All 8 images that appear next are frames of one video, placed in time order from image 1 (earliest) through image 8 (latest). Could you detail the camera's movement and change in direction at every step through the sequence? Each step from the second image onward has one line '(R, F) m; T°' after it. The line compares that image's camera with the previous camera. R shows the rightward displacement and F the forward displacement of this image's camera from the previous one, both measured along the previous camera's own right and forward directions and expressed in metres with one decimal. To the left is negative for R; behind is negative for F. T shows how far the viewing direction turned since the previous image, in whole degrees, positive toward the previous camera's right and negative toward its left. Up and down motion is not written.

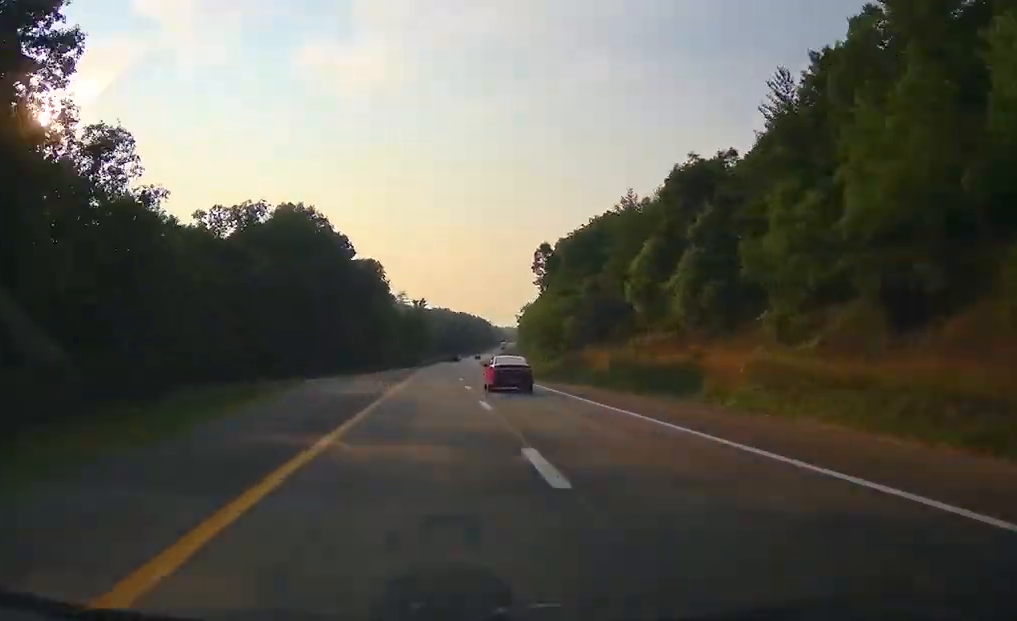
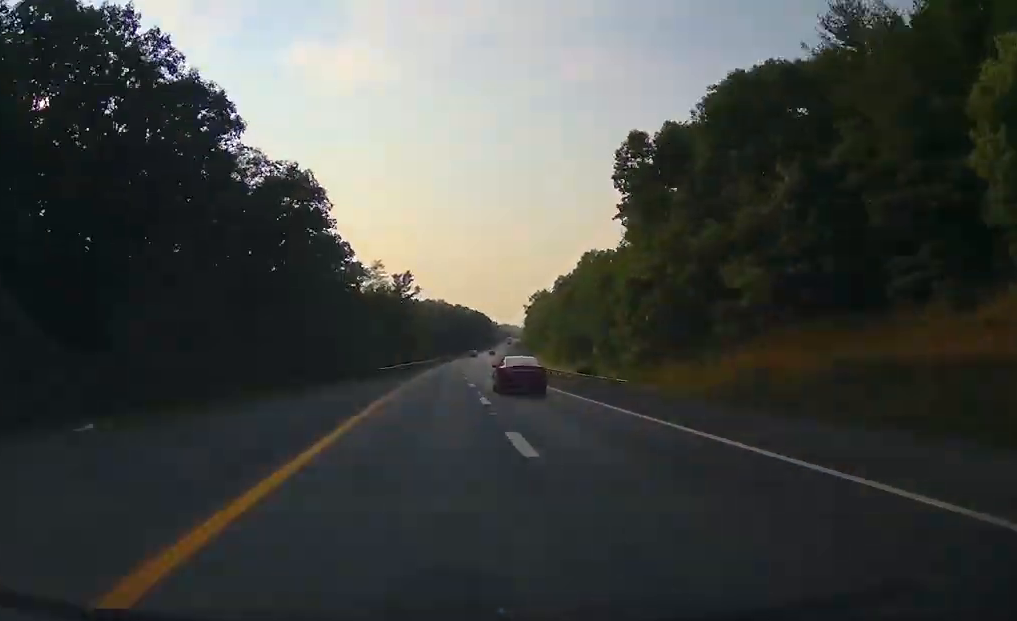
(+0.4, +59.6) m; +1°
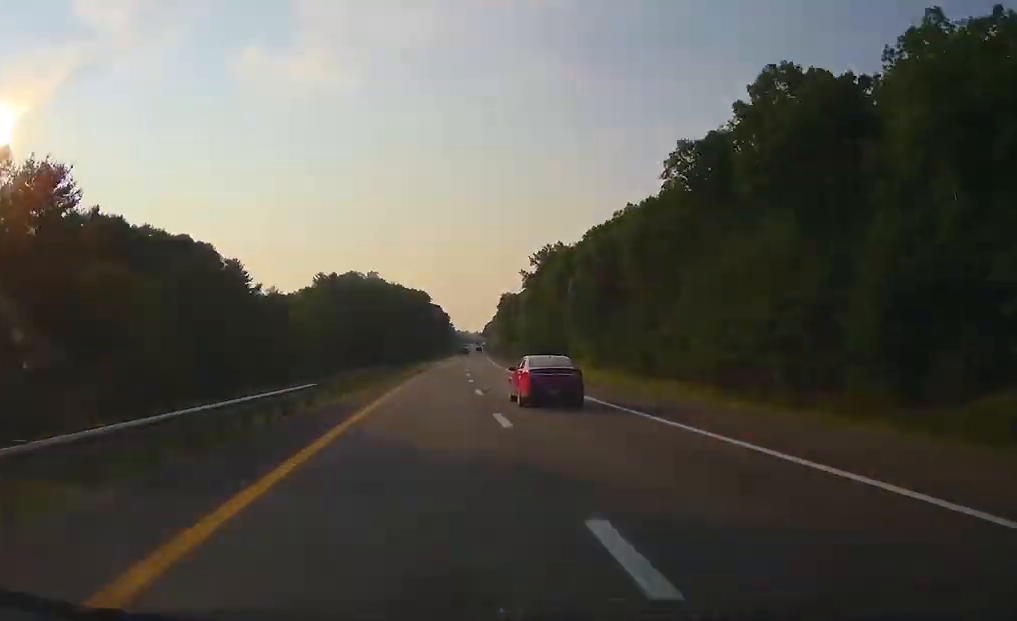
(+4.2, +142.6) m; +3°
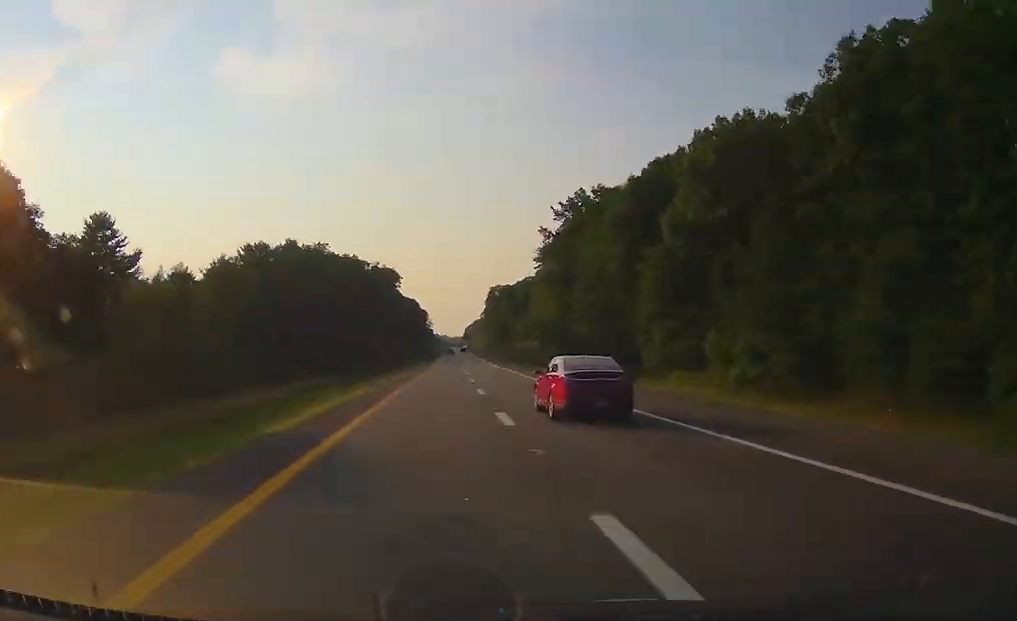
(+0.5, +60.2) m; +1°
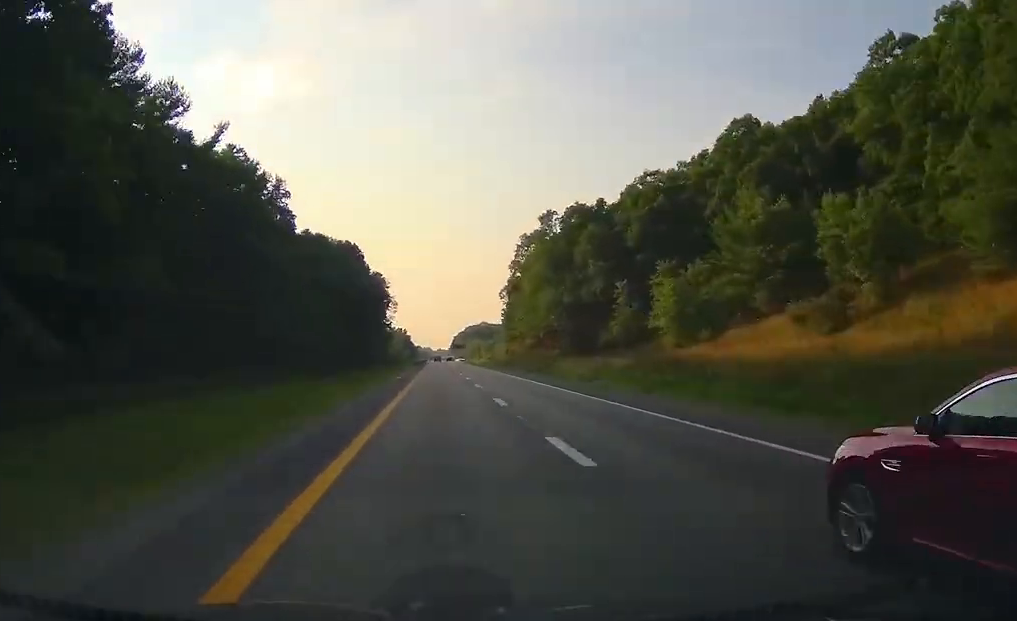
(+3.0, +162.3) m; +1°
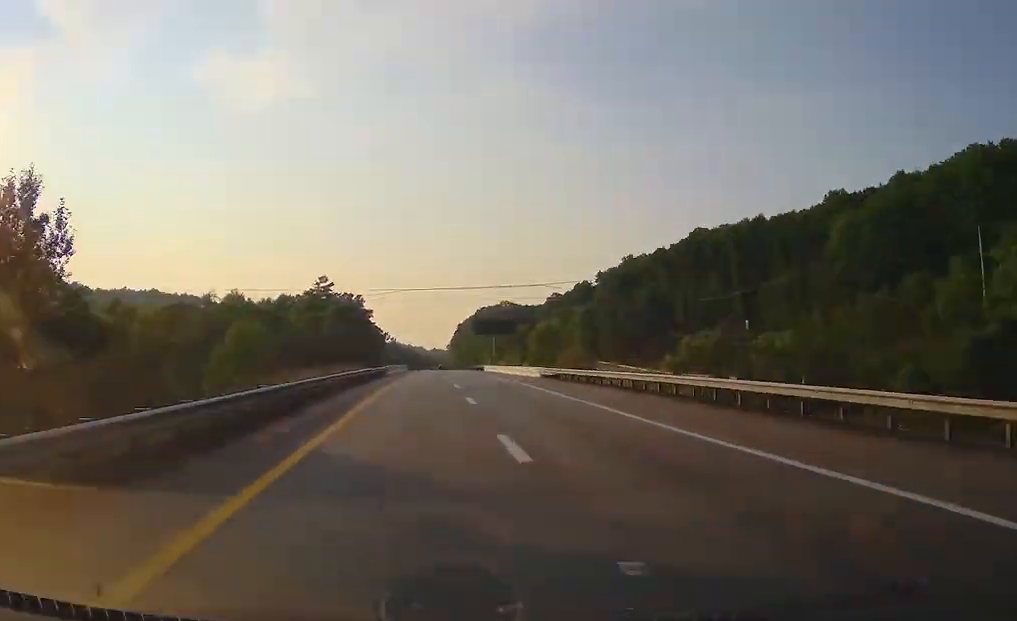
(+0.5, +230.1) m; 0°
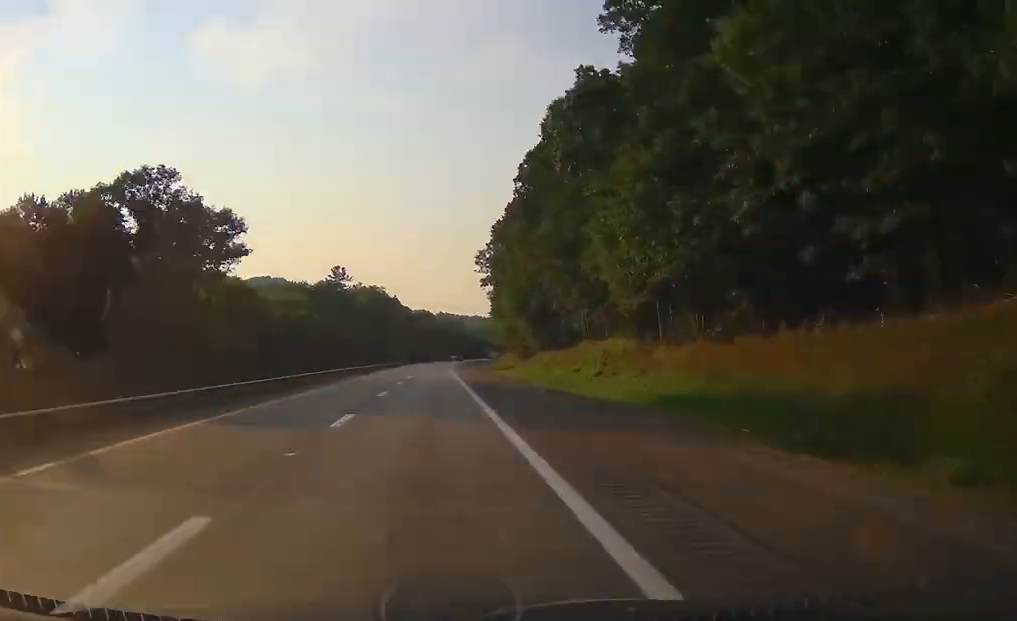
(+0.8, +337.9) m; +1°
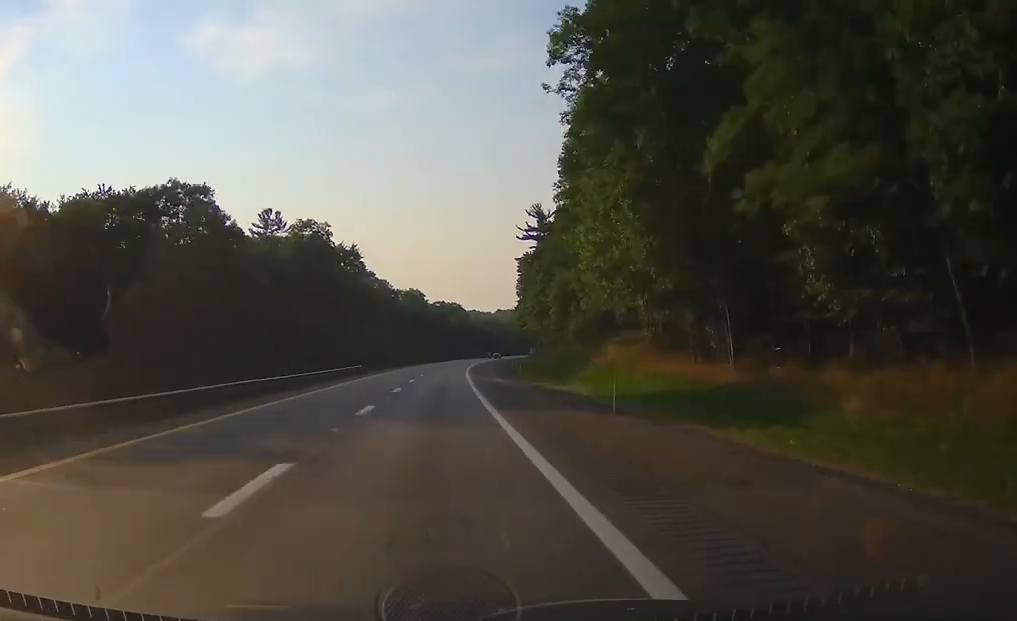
(-0.8, +95.9) m; +2°
